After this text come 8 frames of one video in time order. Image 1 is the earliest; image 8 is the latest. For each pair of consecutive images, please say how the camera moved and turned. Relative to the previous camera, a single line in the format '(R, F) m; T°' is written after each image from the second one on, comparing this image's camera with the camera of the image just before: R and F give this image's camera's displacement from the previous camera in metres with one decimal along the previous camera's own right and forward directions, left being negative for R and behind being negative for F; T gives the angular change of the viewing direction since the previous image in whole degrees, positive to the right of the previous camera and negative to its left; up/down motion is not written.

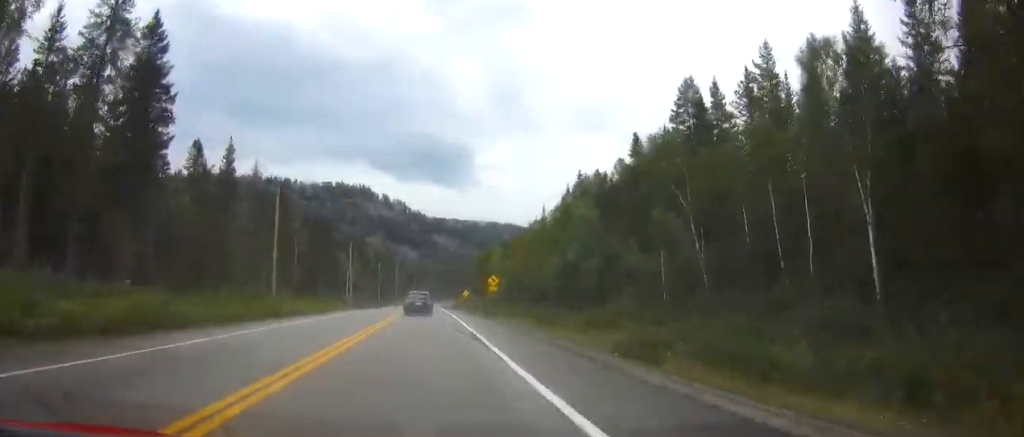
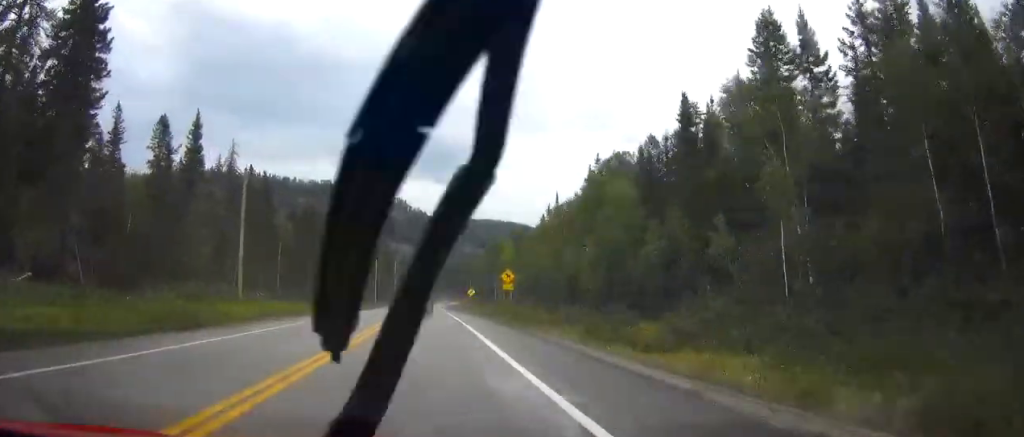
(0.0, +12.2) m; 0°
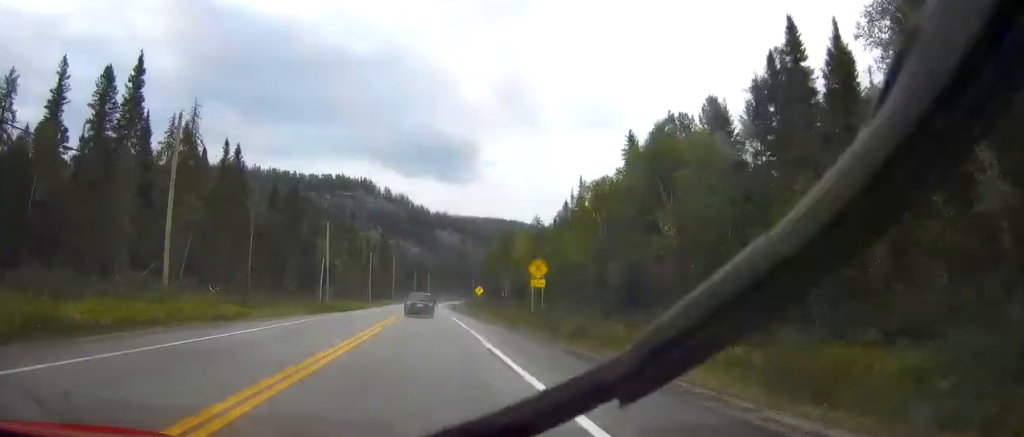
(0.0, +15.8) m; 0°
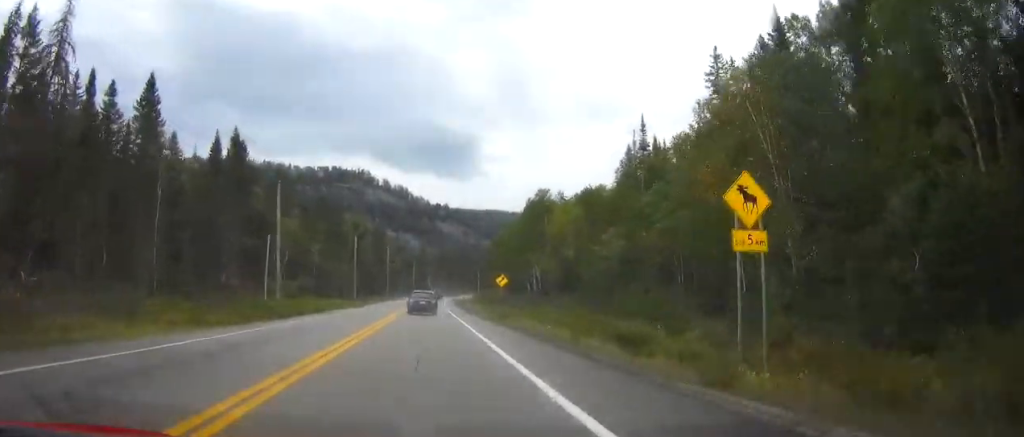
(0.0, +28.6) m; 0°
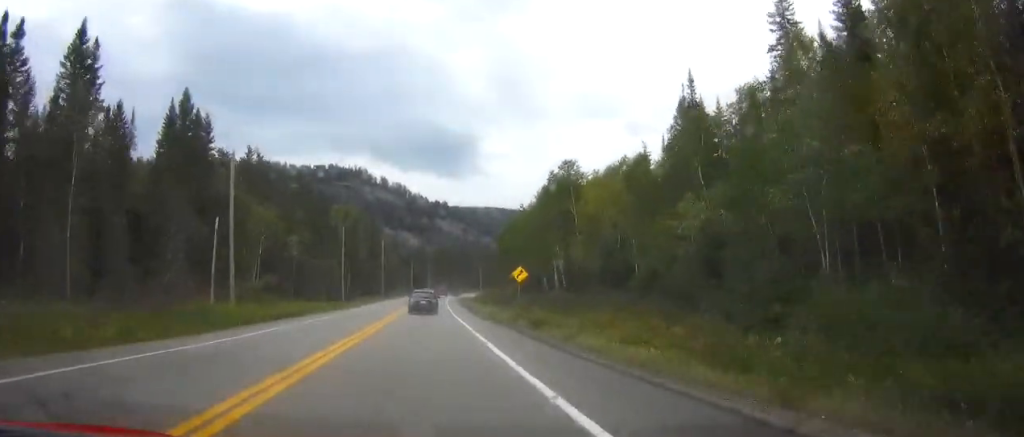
(0.0, +13.8) m; 0°
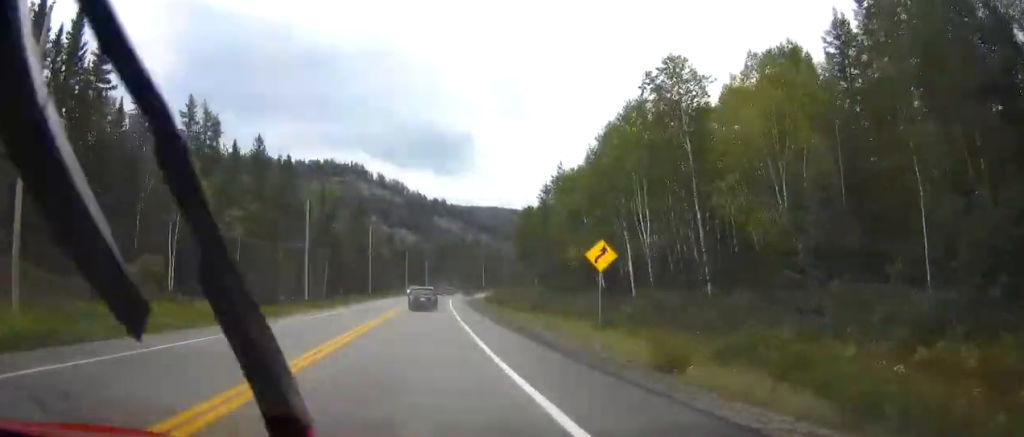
(0.0, +25.6) m; 0°
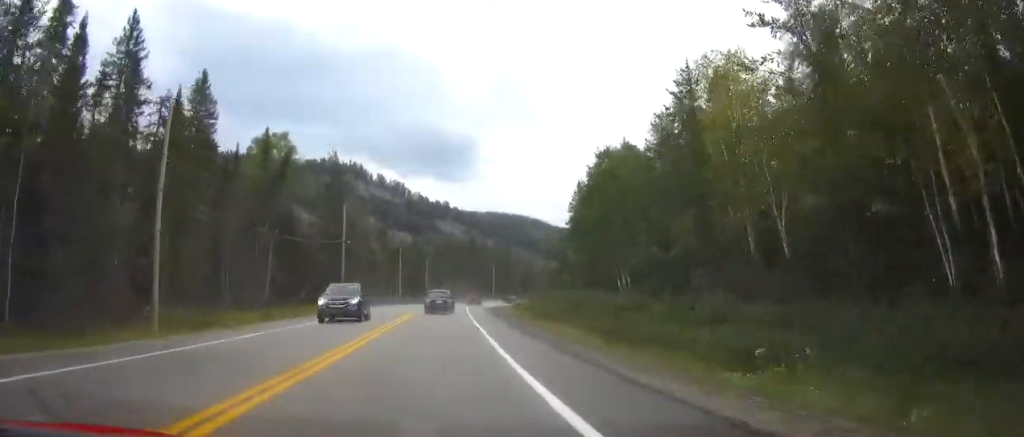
(0.0, +37.4) m; 0°
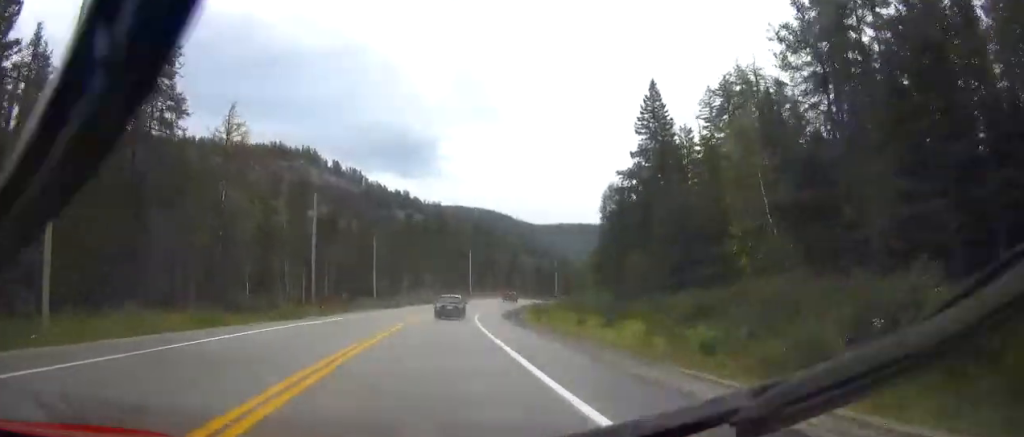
(+1.2, +59.0) m; +3°
